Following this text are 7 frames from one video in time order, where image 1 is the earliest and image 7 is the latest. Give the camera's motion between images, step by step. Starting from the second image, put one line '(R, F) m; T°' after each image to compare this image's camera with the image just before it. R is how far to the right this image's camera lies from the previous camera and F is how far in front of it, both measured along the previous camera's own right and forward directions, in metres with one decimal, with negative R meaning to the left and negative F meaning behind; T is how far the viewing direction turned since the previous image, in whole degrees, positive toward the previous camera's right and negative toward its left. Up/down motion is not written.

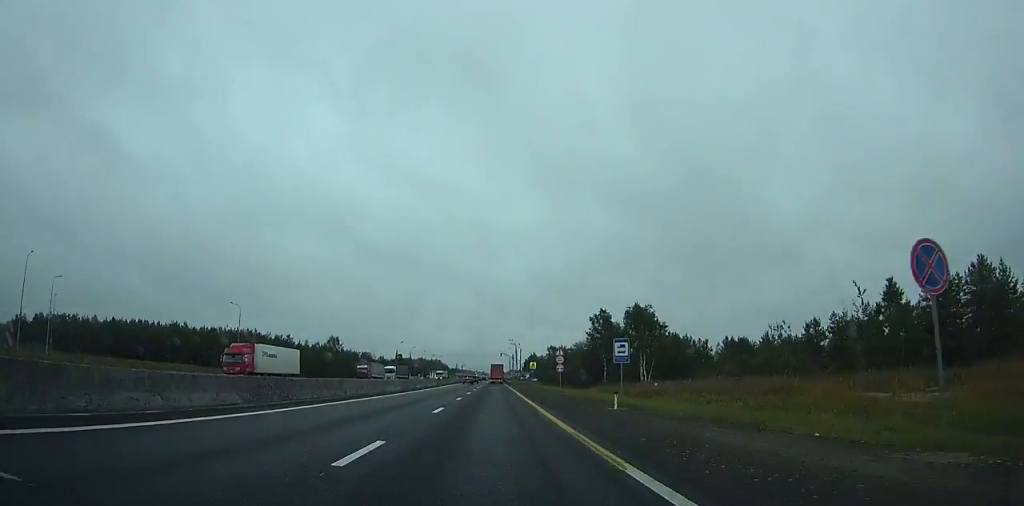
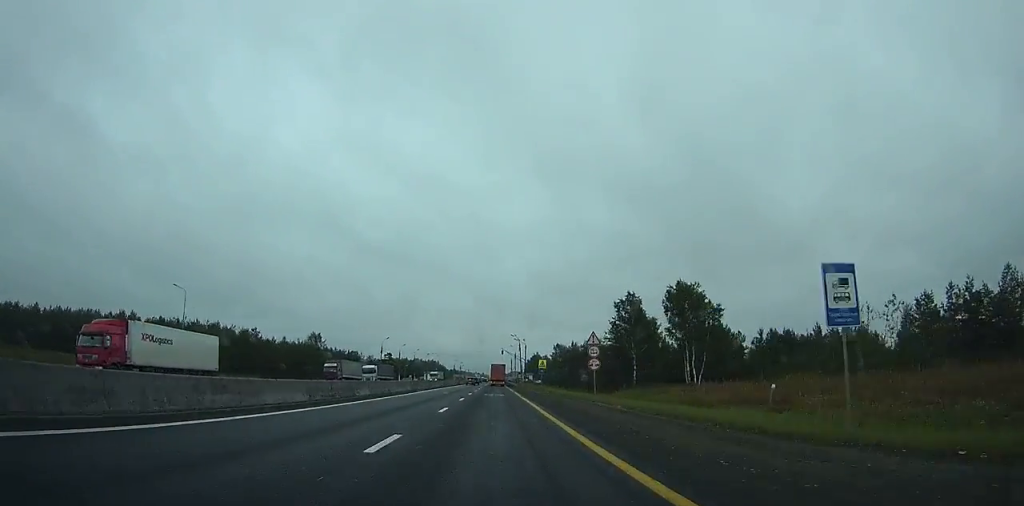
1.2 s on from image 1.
(0.0, +22.9) m; 0°
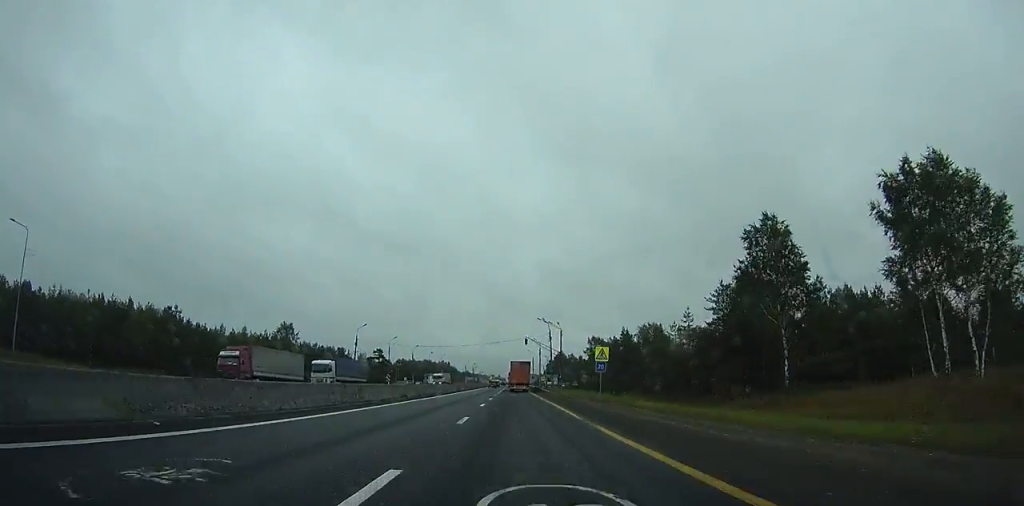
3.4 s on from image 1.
(-0.2, +41.4) m; -1°
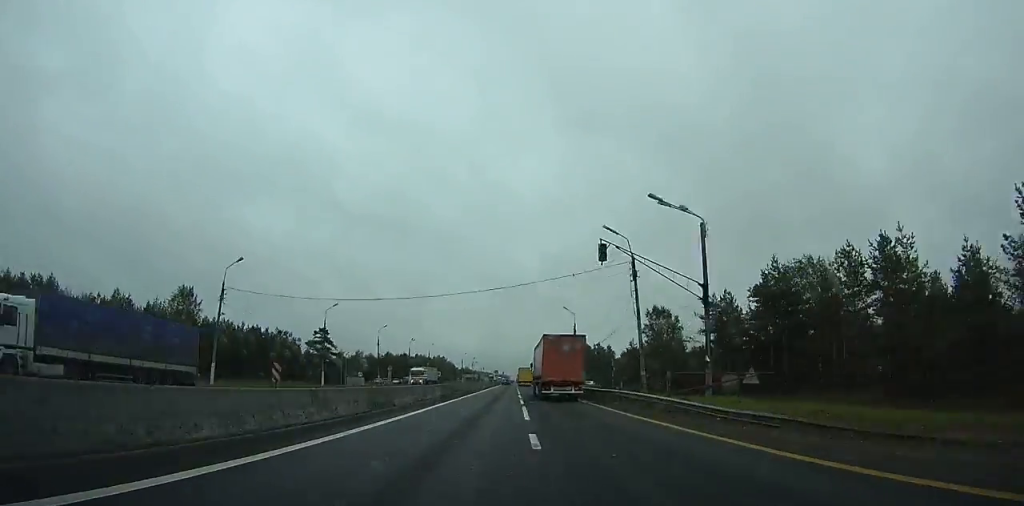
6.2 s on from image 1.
(-0.5, +53.0) m; -1°
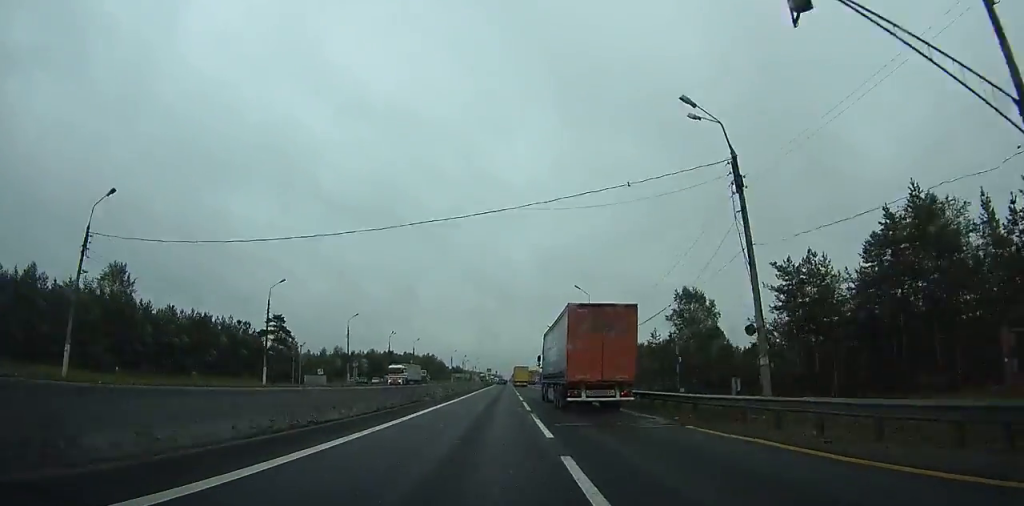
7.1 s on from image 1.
(0.0, +18.0) m; 0°
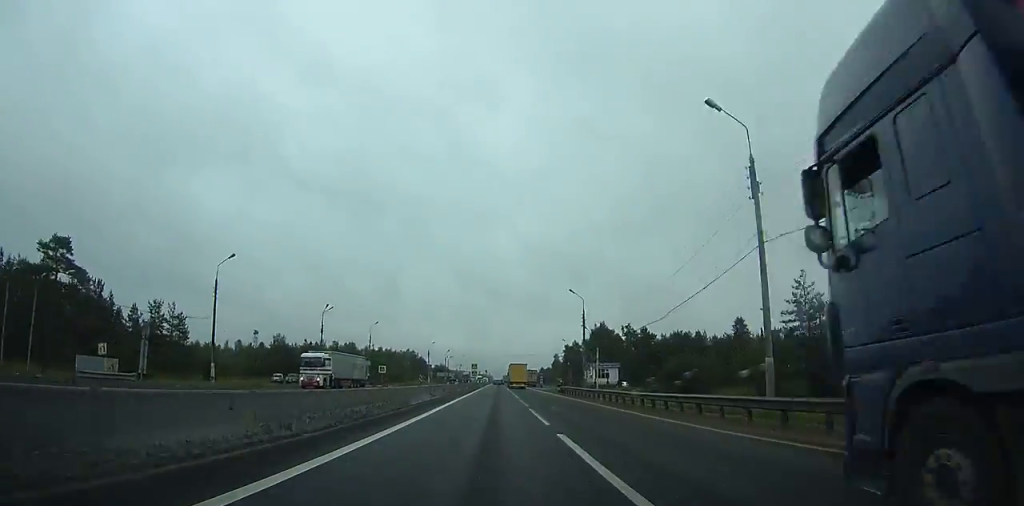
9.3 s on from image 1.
(+0.3, +43.2) m; +1°
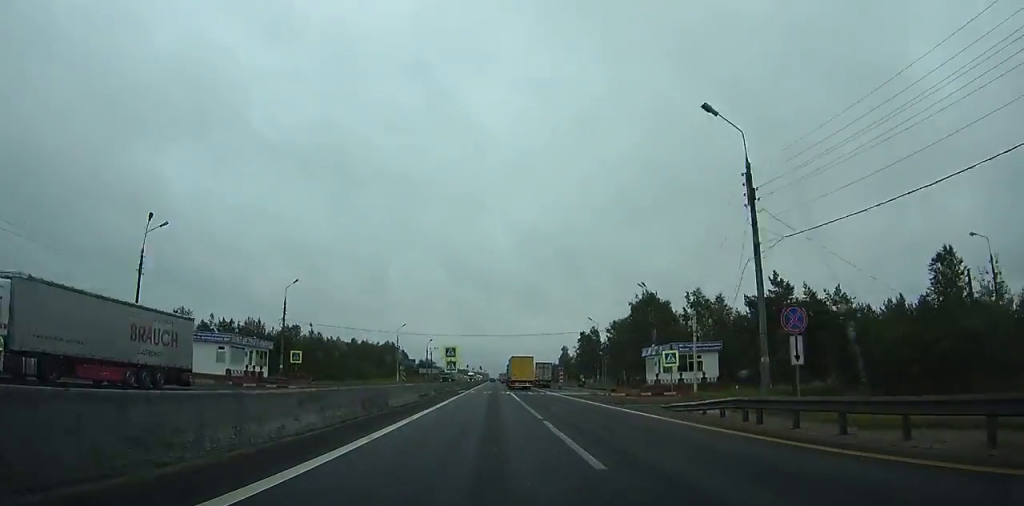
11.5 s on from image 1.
(+0.4, +44.1) m; +1°
